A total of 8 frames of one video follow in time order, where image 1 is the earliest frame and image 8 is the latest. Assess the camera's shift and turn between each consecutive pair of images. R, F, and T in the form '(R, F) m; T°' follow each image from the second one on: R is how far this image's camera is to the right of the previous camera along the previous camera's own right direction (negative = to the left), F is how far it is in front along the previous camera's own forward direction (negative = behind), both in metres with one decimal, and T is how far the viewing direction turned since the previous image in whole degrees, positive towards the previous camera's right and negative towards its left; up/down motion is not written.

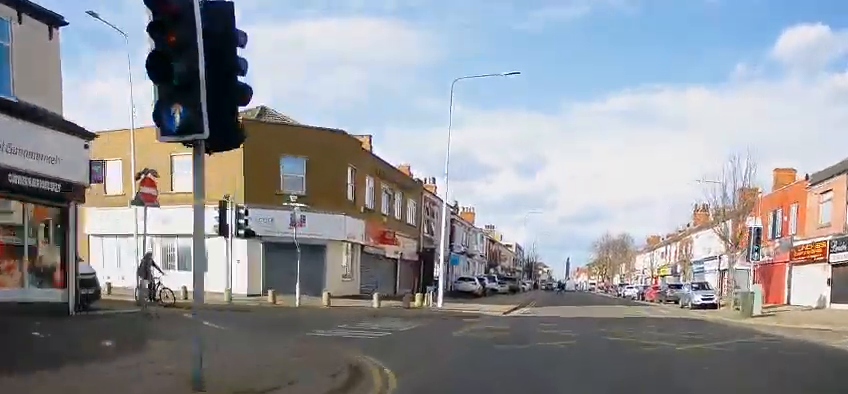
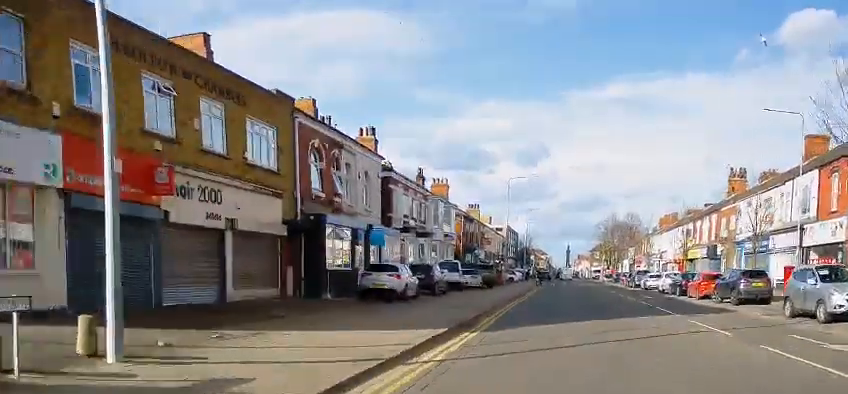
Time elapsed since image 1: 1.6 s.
(-0.3, +21.4) m; -2°
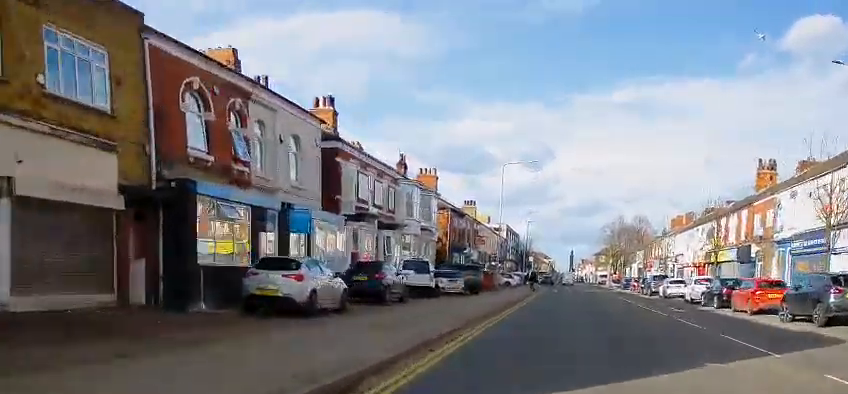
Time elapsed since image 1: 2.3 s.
(-0.1, +10.0) m; 0°
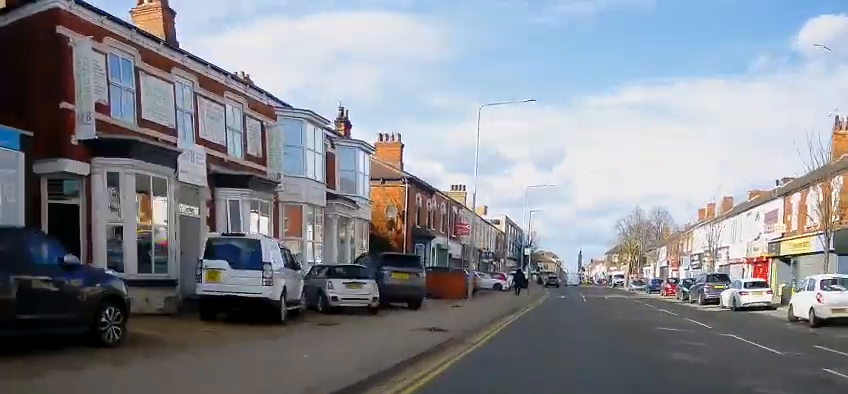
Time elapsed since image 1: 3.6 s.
(0.0, +18.0) m; 0°
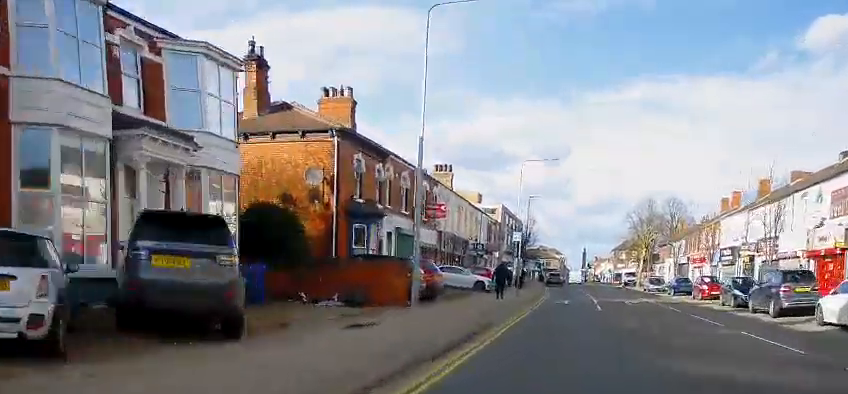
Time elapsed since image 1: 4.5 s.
(0.0, +12.5) m; 0°
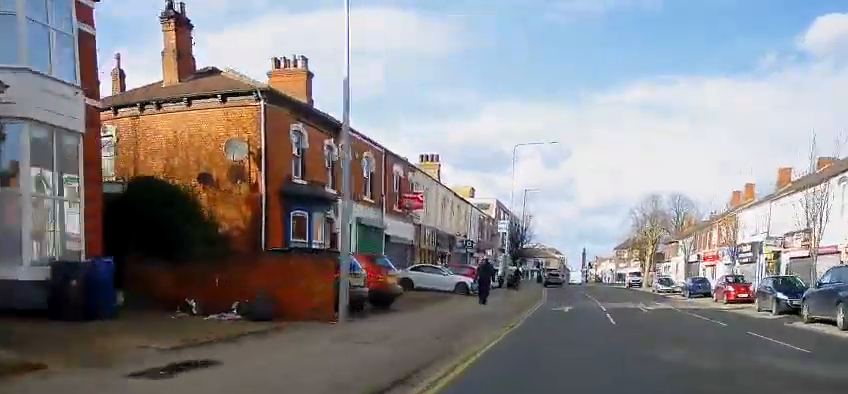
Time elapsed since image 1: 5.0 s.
(0.0, +6.5) m; 0°
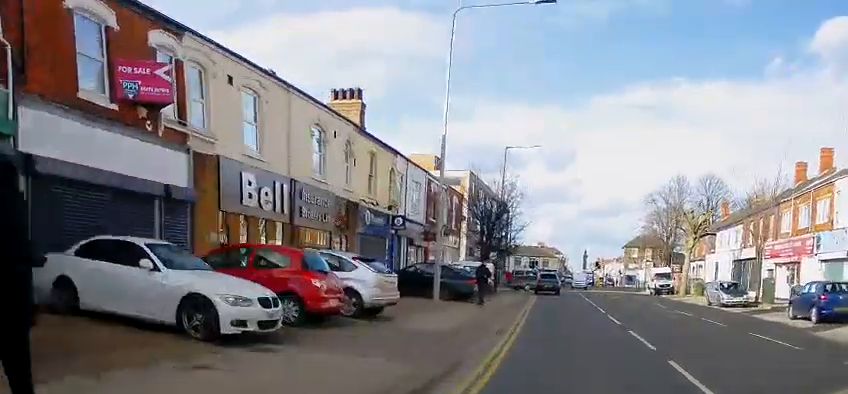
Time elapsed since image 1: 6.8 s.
(0.0, +23.0) m; -1°
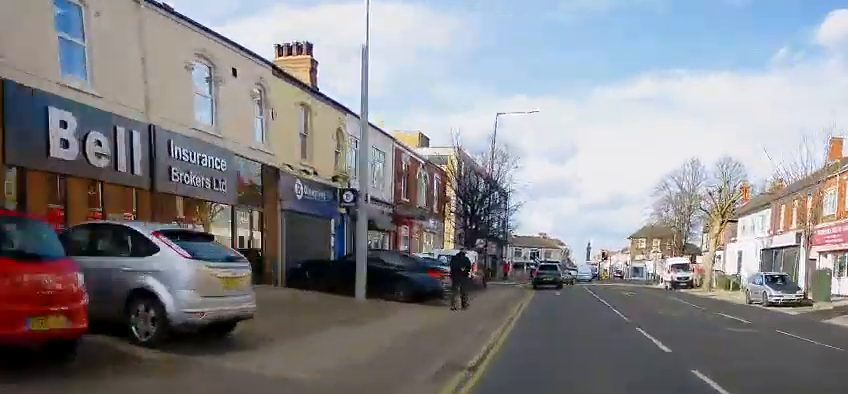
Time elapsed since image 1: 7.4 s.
(-0.1, +7.2) m; -1°
